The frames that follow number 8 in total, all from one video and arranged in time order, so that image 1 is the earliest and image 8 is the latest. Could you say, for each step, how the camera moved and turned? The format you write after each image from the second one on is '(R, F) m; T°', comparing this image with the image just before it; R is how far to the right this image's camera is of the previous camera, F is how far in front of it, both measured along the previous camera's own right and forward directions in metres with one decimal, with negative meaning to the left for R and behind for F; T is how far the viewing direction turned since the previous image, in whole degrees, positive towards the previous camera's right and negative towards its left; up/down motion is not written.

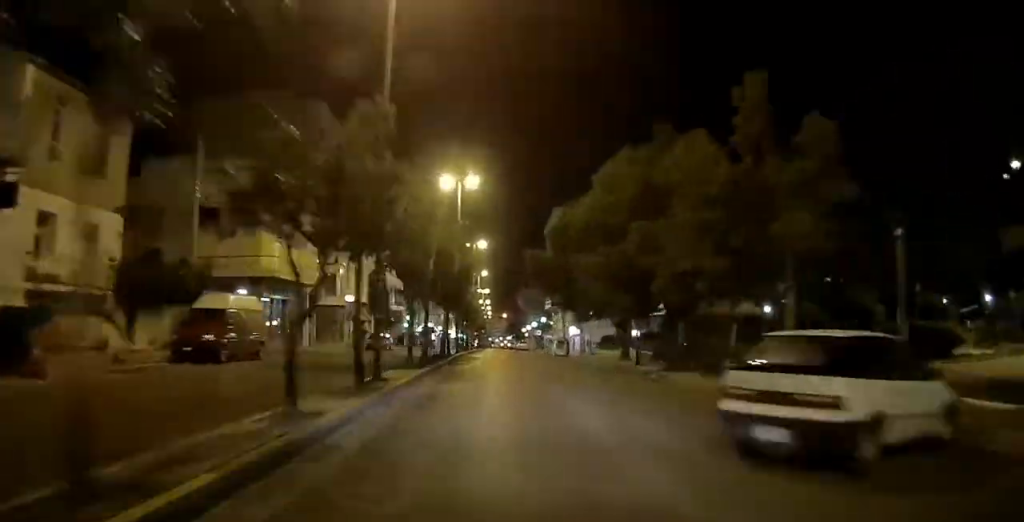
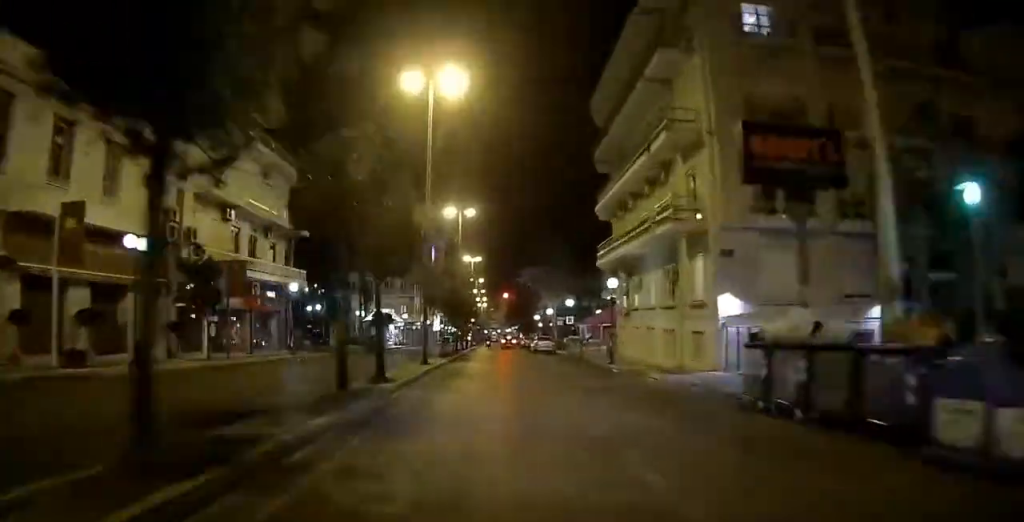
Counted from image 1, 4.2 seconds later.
(+0.6, +38.9) m; +1°
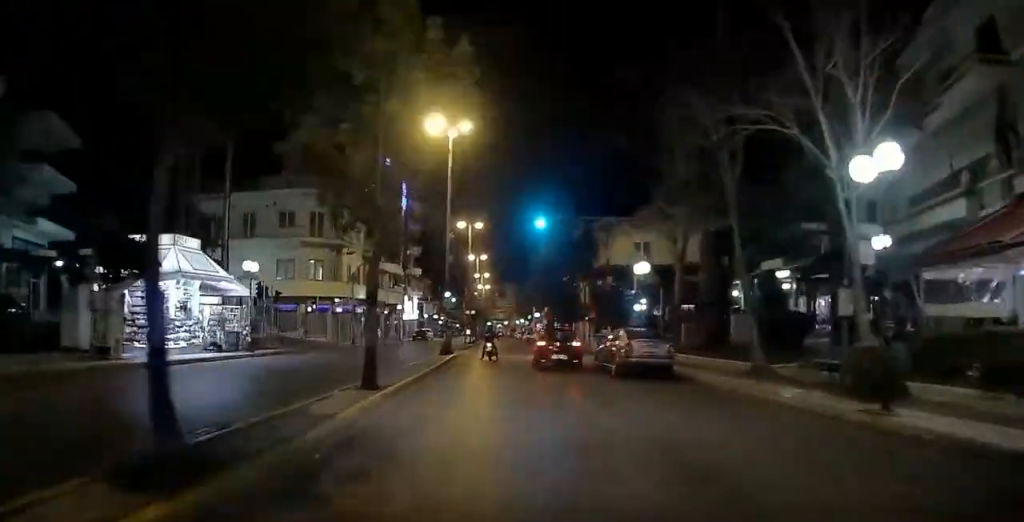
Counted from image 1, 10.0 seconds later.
(+0.3, +52.4) m; 0°
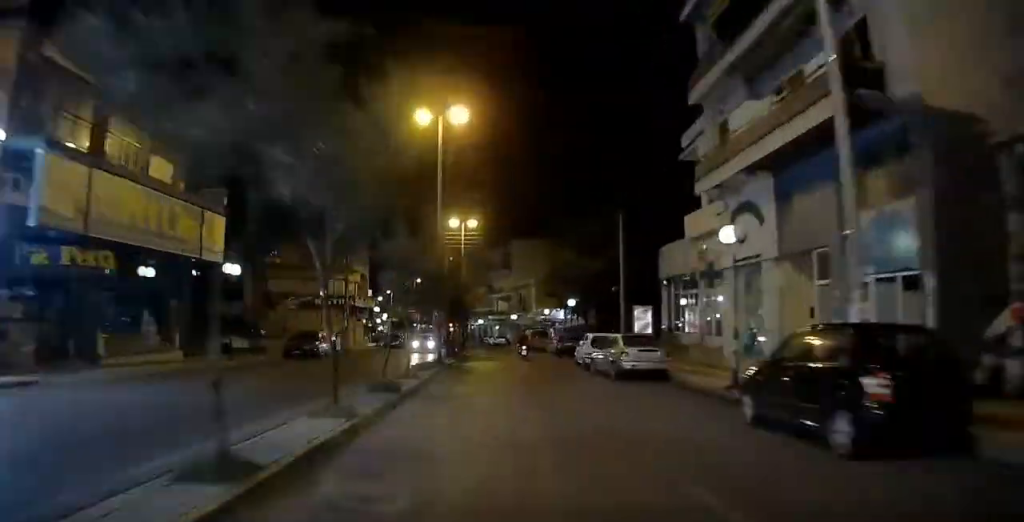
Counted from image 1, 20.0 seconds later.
(+0.5, +102.6) m; -2°
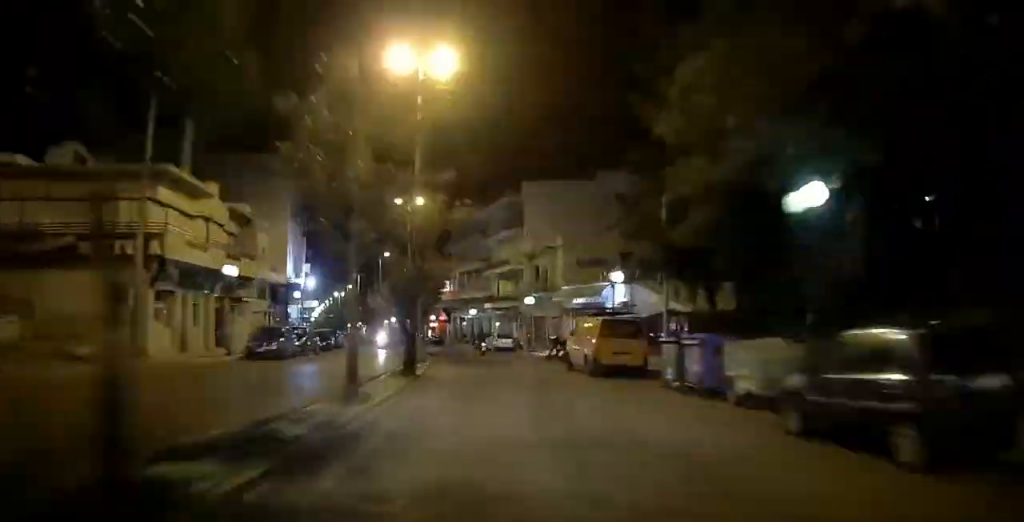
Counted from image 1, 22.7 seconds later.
(-1.4, +34.6) m; -4°
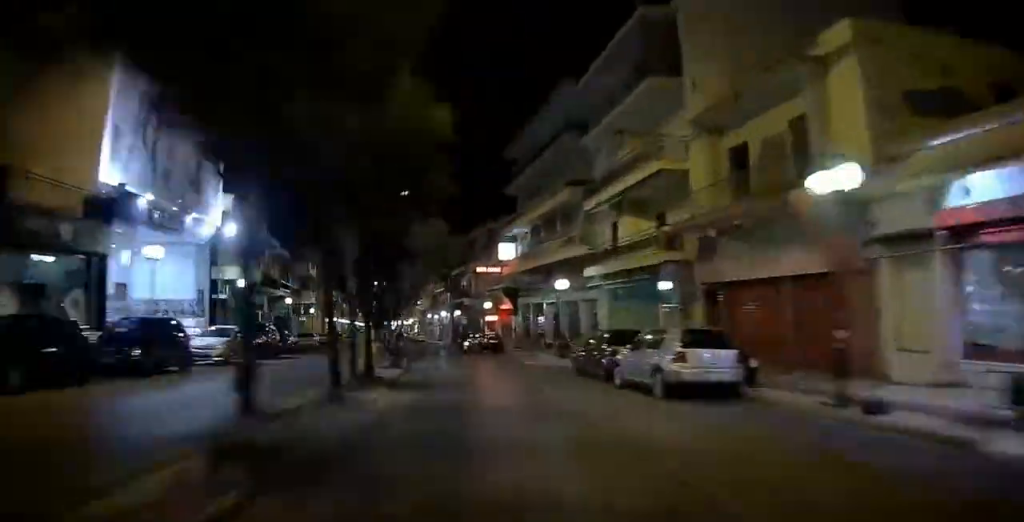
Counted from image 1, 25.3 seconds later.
(+0.8, +35.4) m; -5°
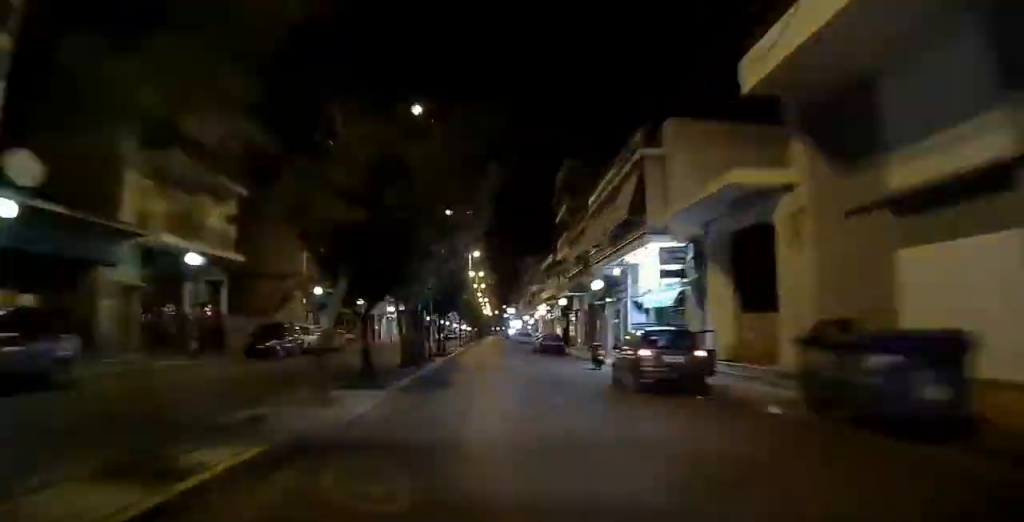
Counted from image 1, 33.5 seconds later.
(-12.2, +133.0) m; -5°
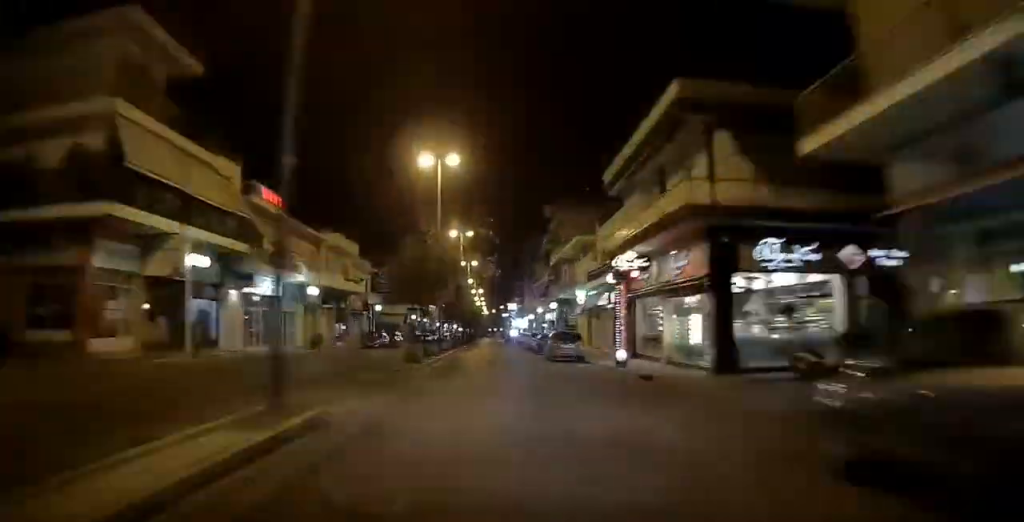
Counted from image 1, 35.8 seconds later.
(0.0, +42.0) m; 0°
